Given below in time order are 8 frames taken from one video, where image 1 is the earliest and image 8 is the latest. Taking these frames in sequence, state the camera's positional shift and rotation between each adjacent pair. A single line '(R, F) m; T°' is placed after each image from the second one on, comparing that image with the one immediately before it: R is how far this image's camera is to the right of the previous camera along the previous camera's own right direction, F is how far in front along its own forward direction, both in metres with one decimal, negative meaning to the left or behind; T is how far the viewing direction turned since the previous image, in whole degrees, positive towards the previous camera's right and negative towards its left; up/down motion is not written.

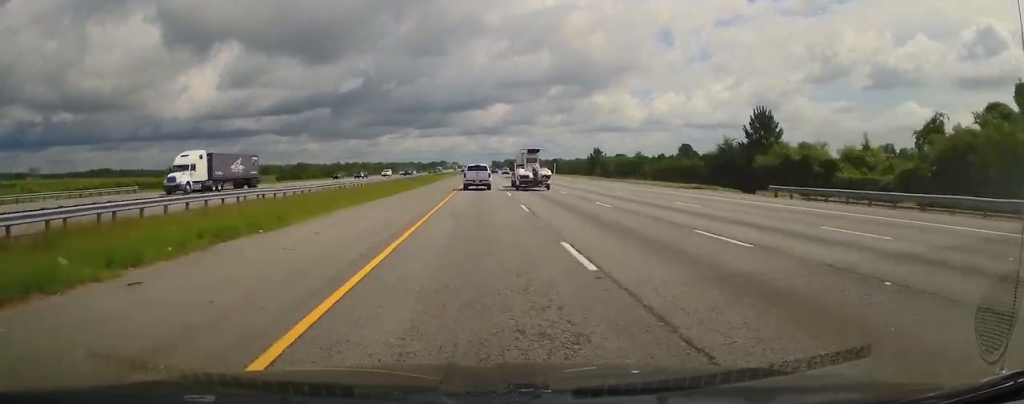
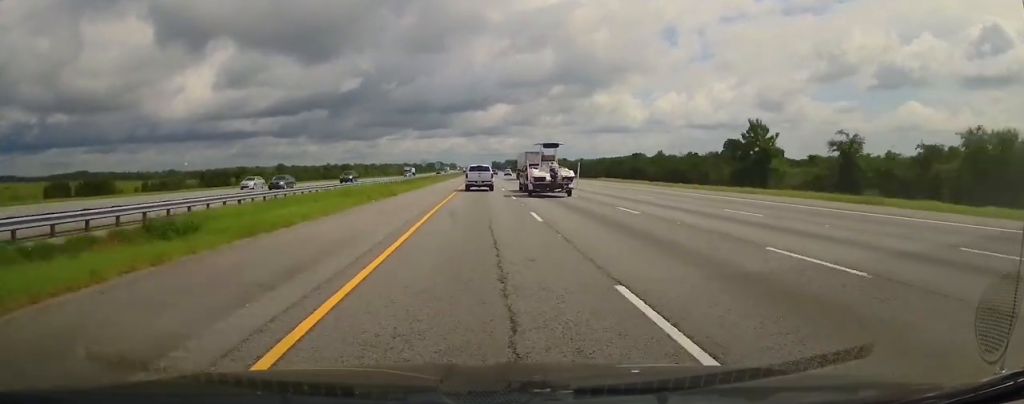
(+0.1, +80.3) m; 0°
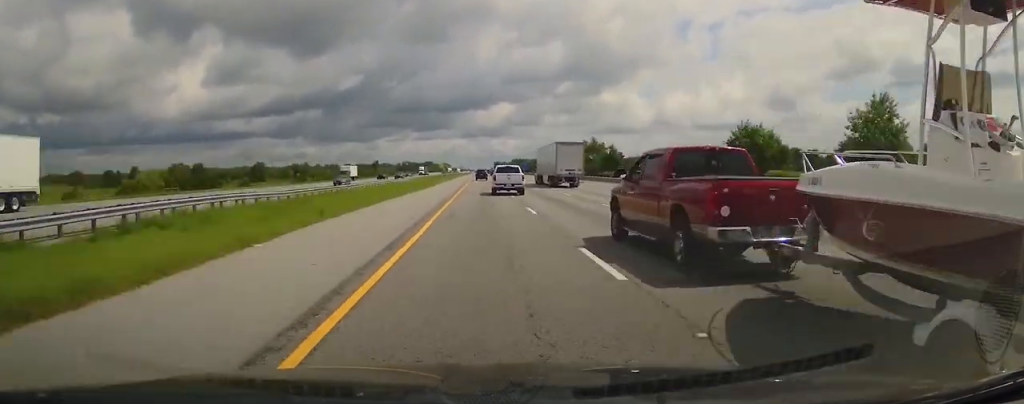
(+1.1, +236.5) m; 0°
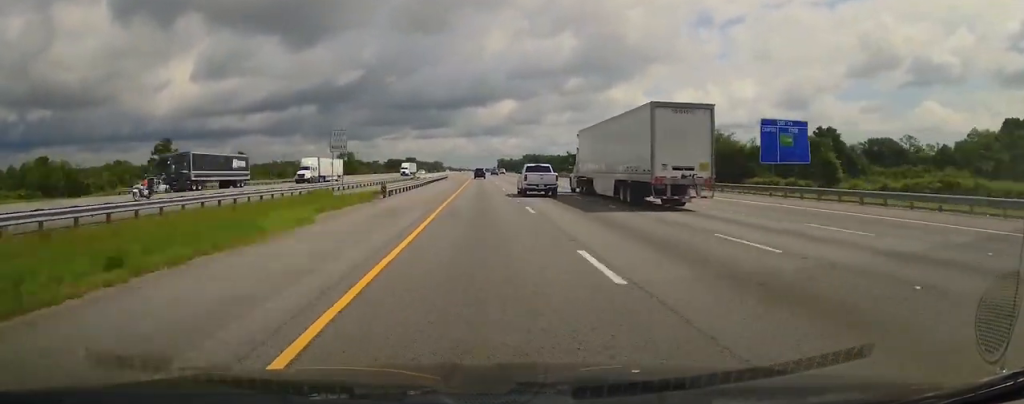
(-0.1, +229.0) m; 0°
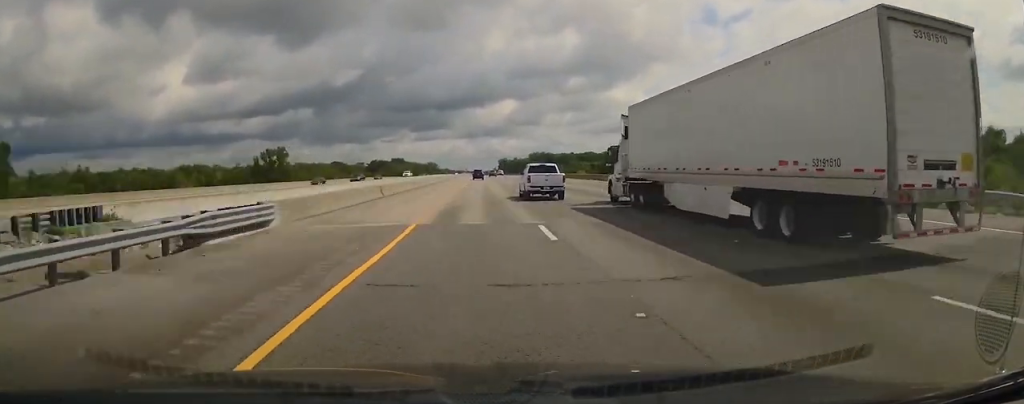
(-0.1, +96.1) m; 0°
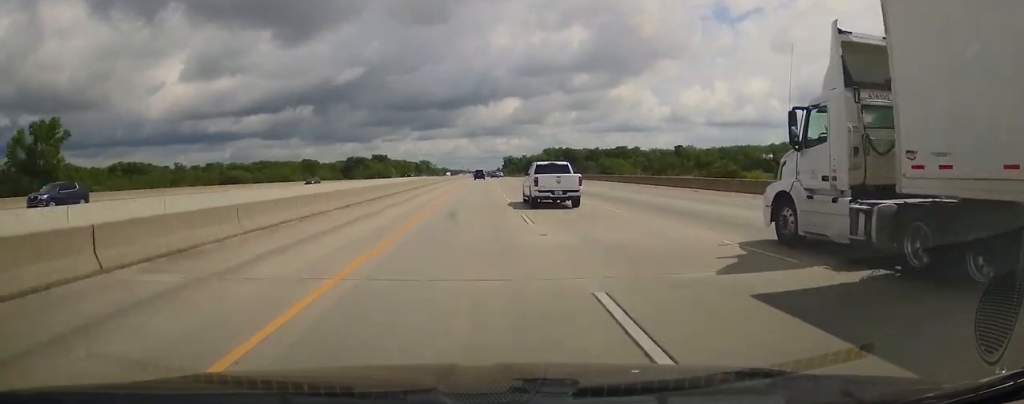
(+1.2, +106.5) m; 0°
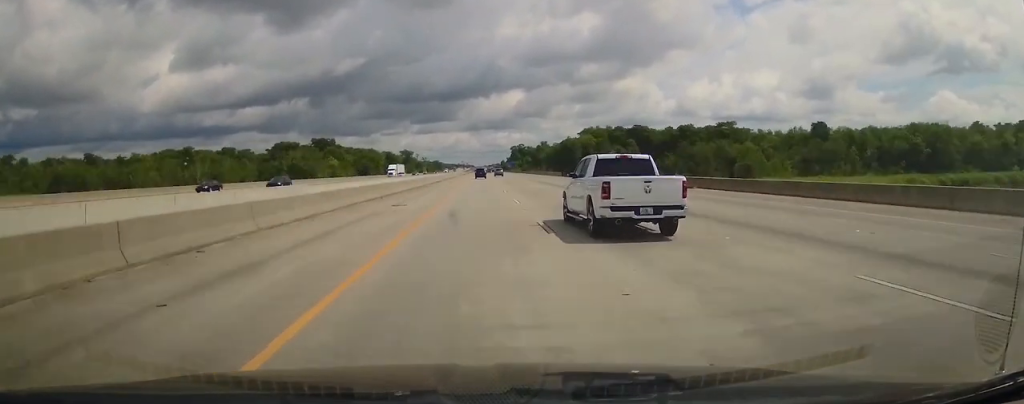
(-2.4, +160.9) m; -1°
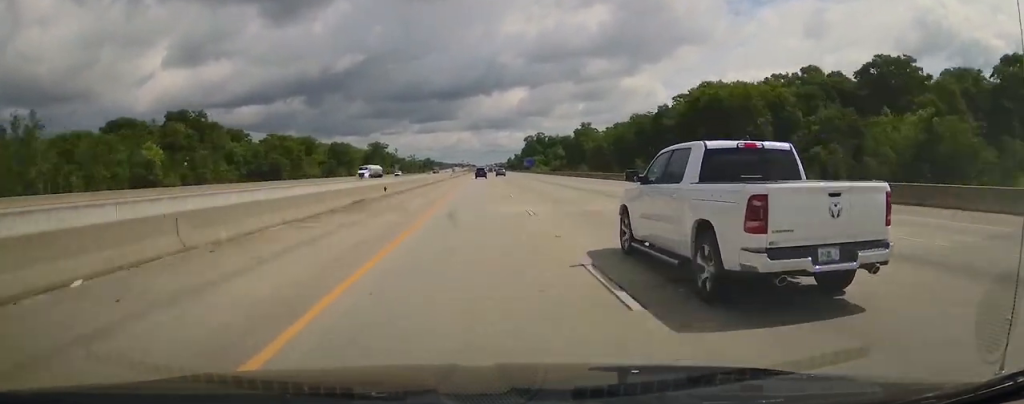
(+0.6, +140.9) m; 0°
